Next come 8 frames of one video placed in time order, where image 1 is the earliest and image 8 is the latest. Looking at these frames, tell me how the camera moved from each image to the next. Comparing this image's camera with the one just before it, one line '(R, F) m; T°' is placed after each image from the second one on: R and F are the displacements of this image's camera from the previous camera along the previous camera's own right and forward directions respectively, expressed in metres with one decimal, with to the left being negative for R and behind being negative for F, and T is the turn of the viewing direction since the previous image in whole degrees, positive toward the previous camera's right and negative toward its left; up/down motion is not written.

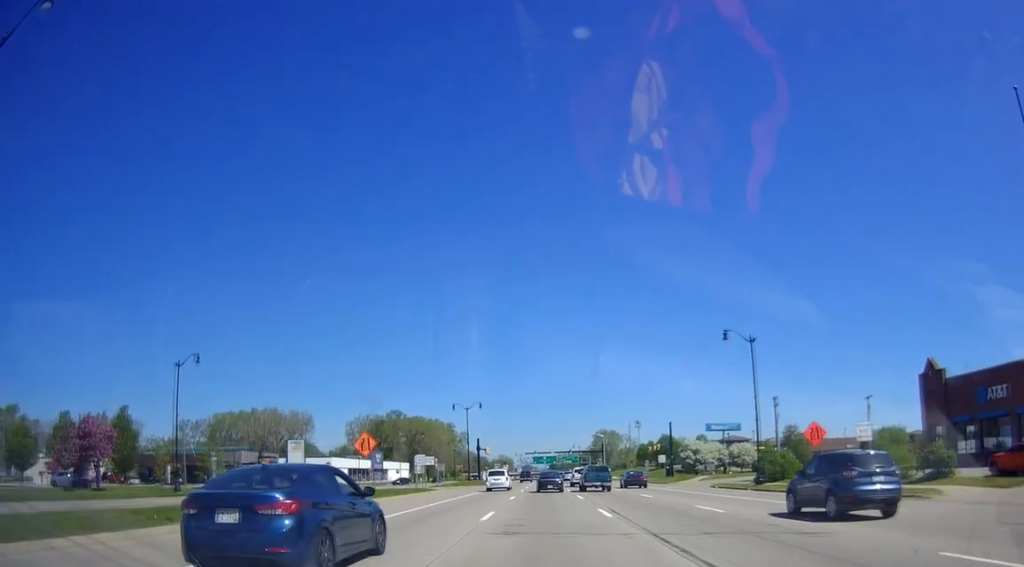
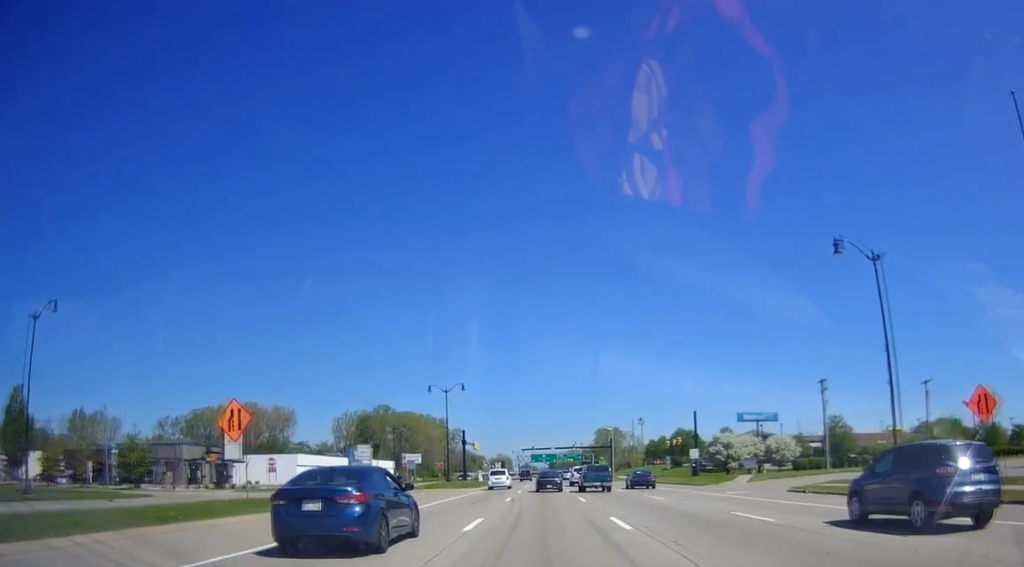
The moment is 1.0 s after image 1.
(0.0, +18.8) m; 0°
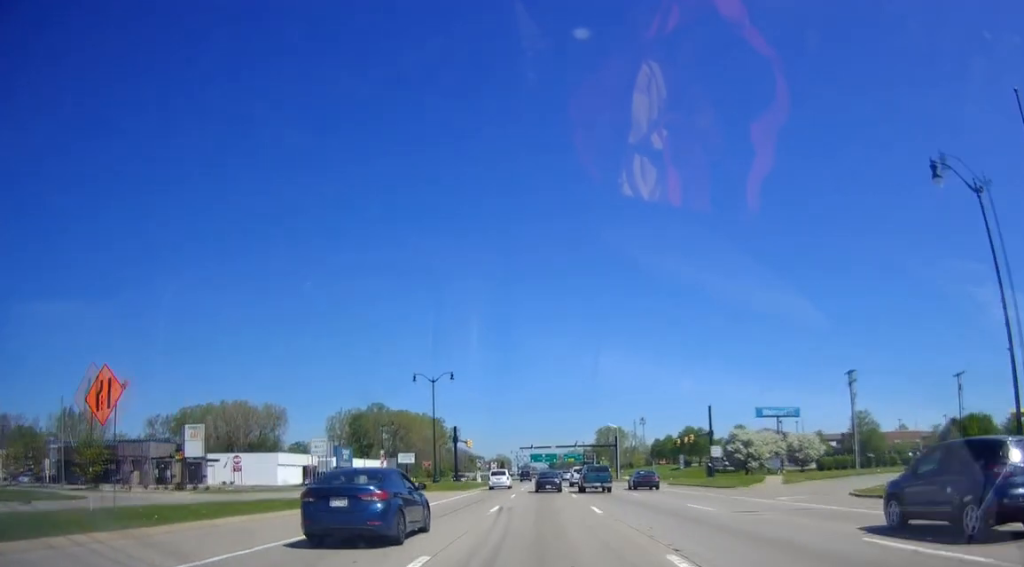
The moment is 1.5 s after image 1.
(0.0, +8.6) m; 0°
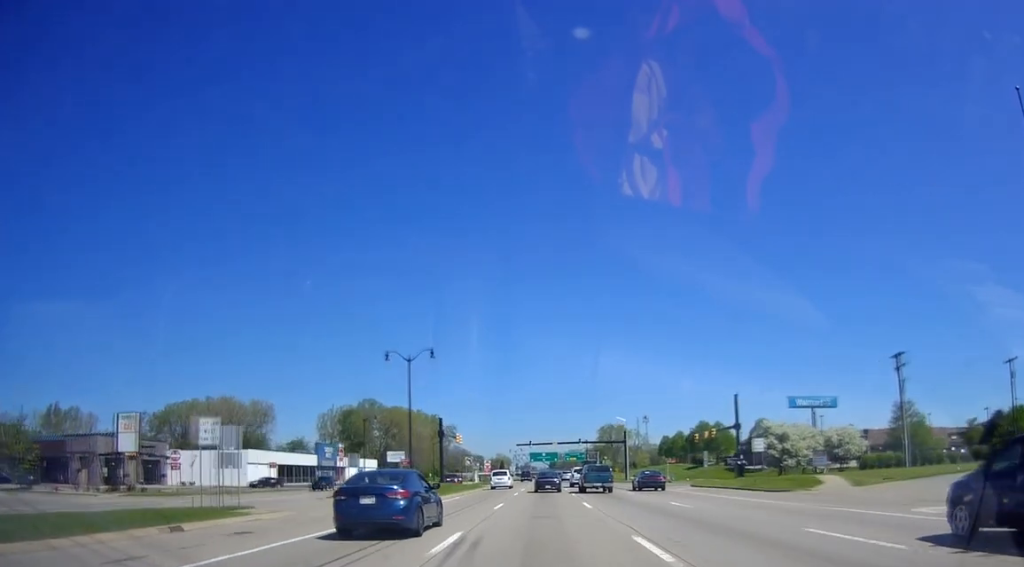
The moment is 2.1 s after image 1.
(0.0, +11.7) m; 0°
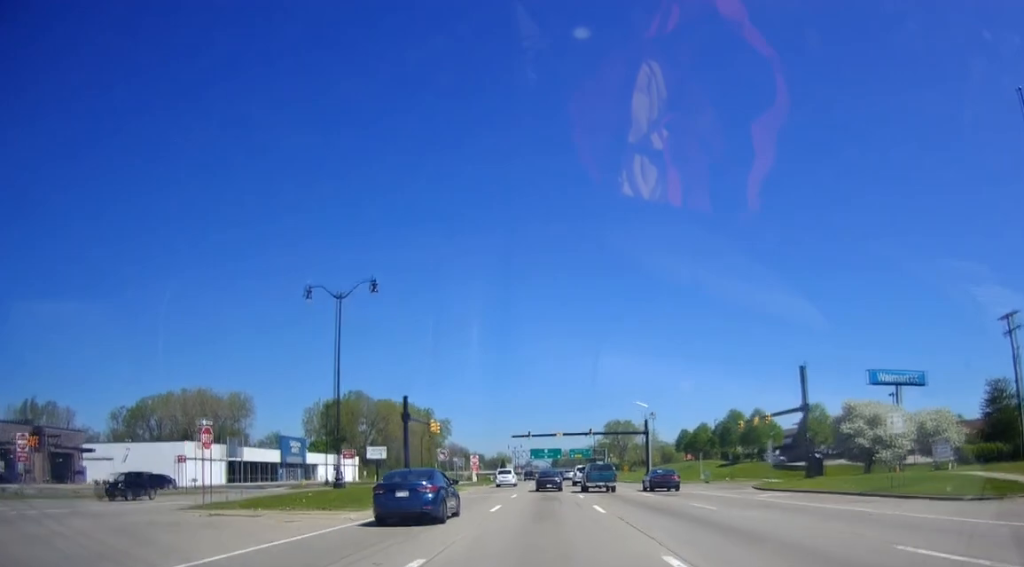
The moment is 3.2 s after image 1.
(-0.1, +19.0) m; -2°
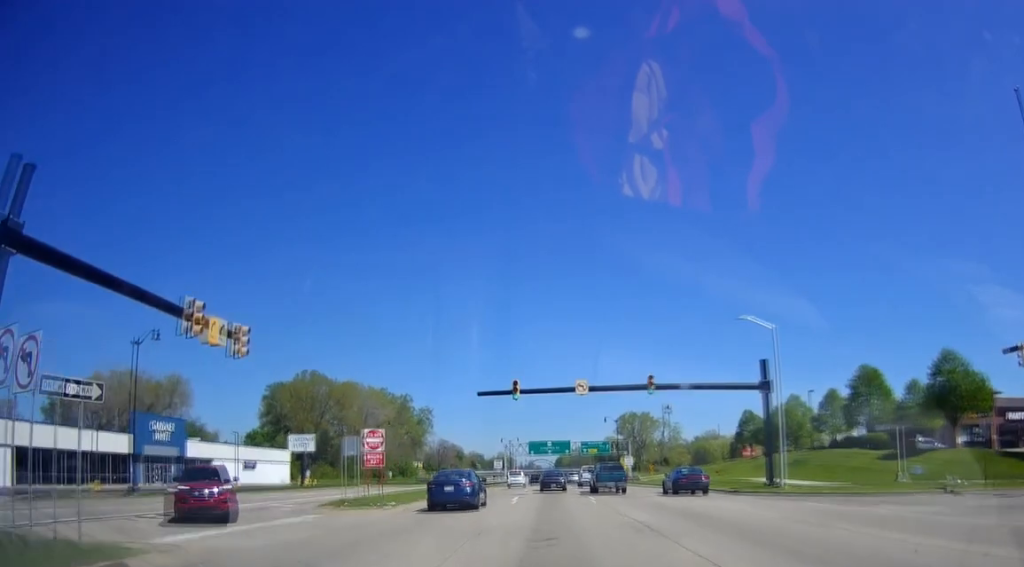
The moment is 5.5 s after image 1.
(+0.1, +43.1) m; +1°
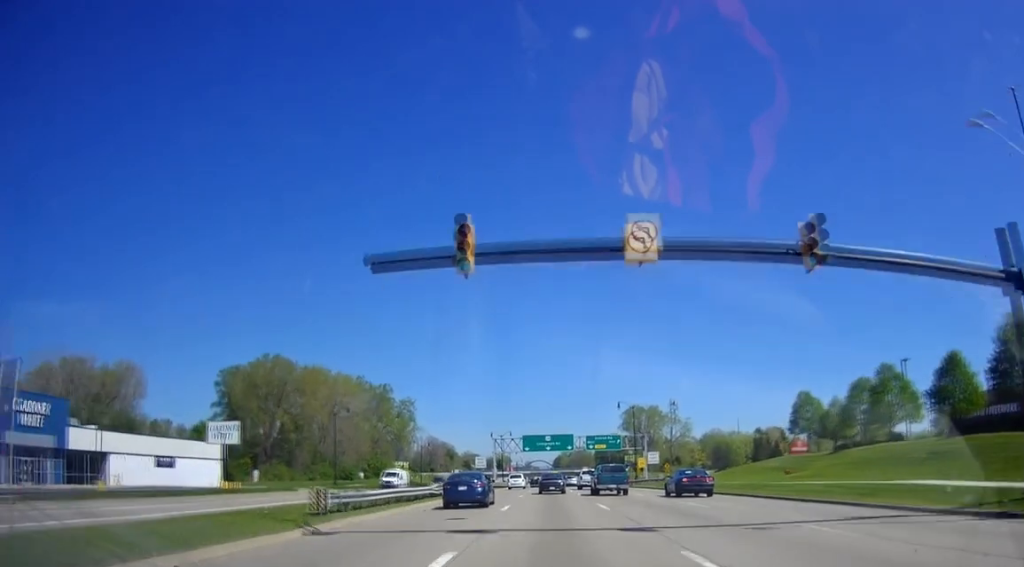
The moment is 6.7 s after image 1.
(0.0, +23.0) m; +1°
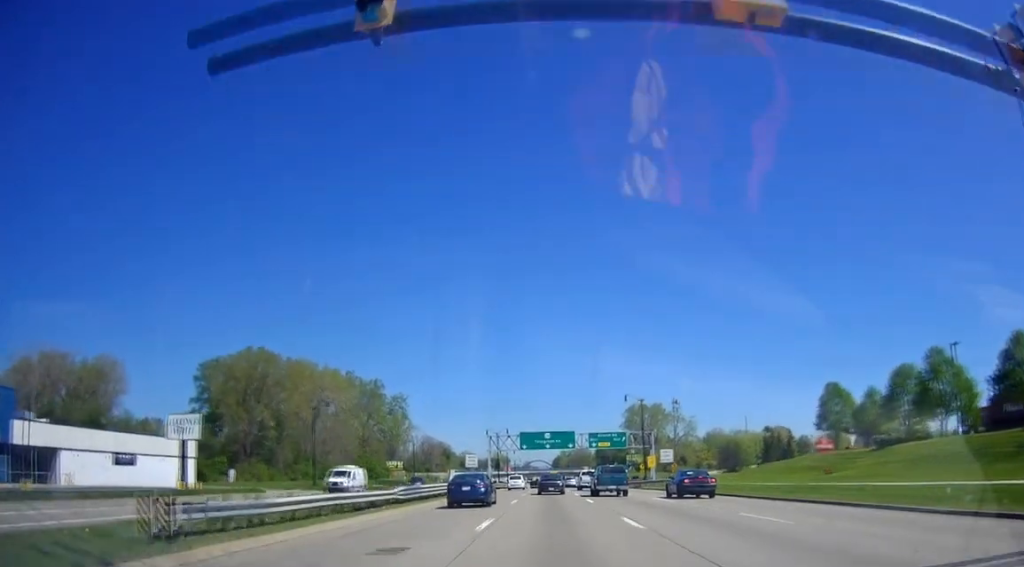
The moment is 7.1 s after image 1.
(+0.1, +8.3) m; +1°
